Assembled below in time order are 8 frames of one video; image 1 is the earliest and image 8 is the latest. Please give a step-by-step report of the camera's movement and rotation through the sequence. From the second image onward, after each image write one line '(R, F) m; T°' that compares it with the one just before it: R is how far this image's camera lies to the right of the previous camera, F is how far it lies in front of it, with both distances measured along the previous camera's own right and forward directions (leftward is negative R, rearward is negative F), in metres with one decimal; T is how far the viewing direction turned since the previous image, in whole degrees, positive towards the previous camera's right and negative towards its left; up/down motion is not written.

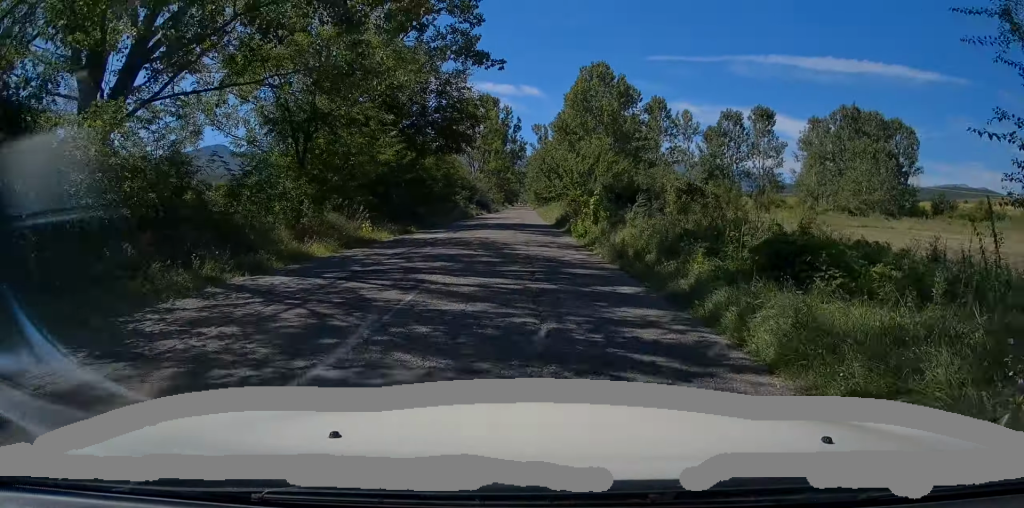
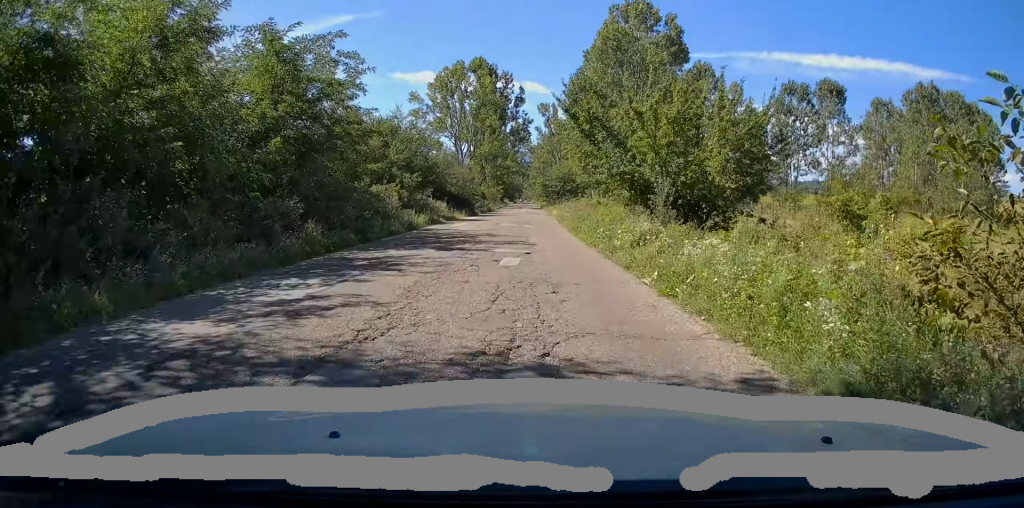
(-0.4, +33.2) m; -2°
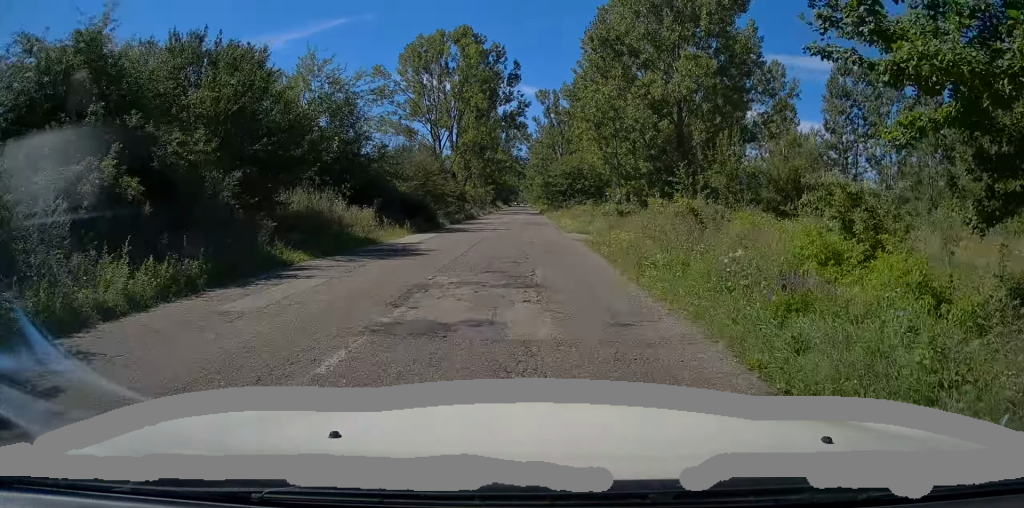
(+0.2, +21.9) m; +2°
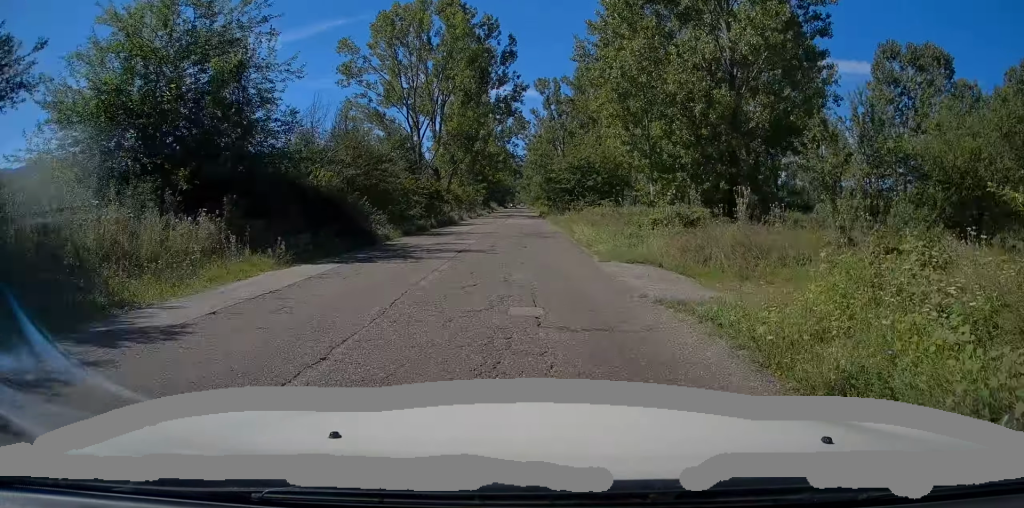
(+0.4, +13.7) m; 0°
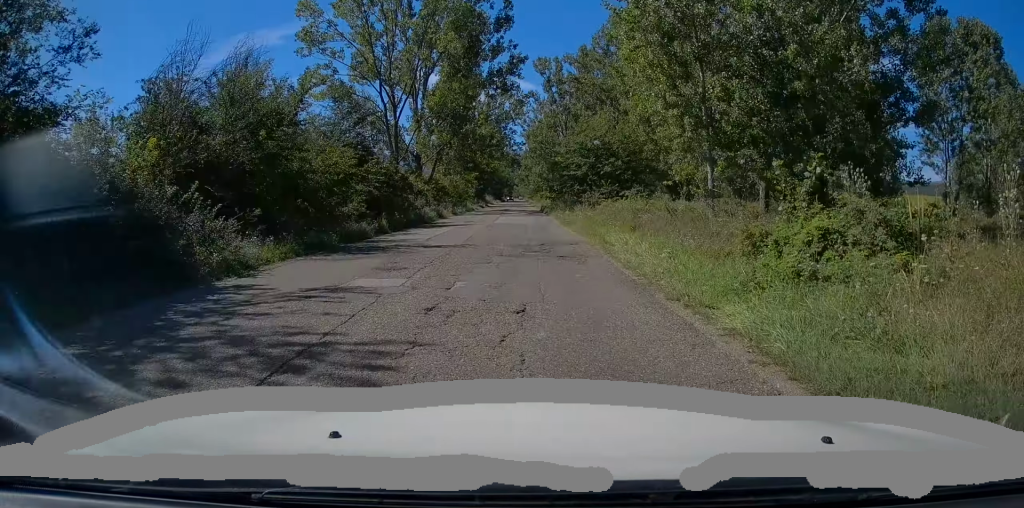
(-0.2, +11.3) m; 0°
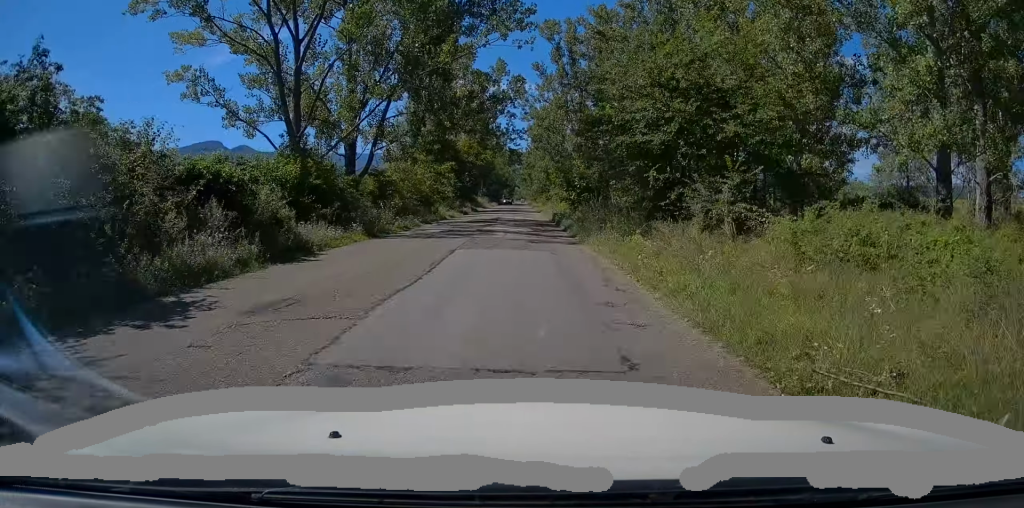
(+0.1, +24.2) m; 0°
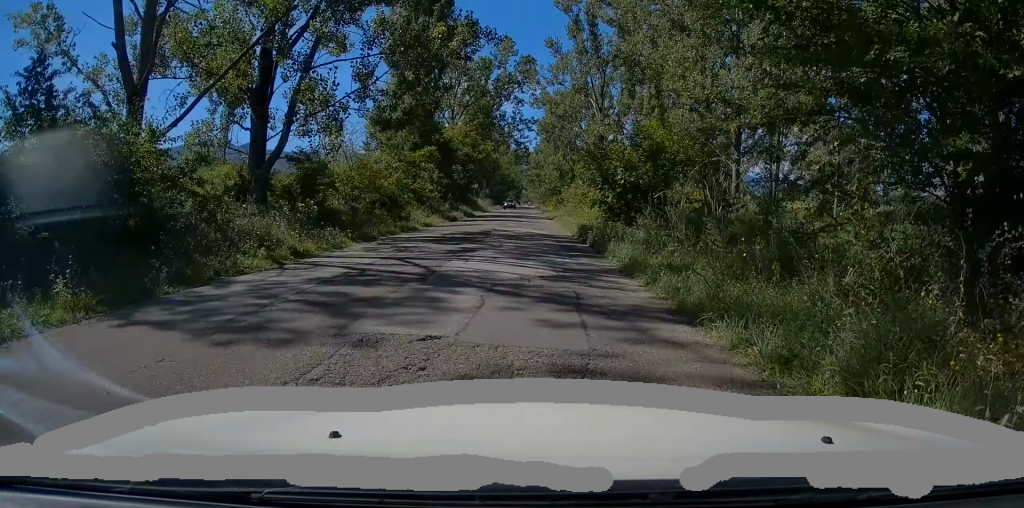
(0.0, +14.0) m; -1°
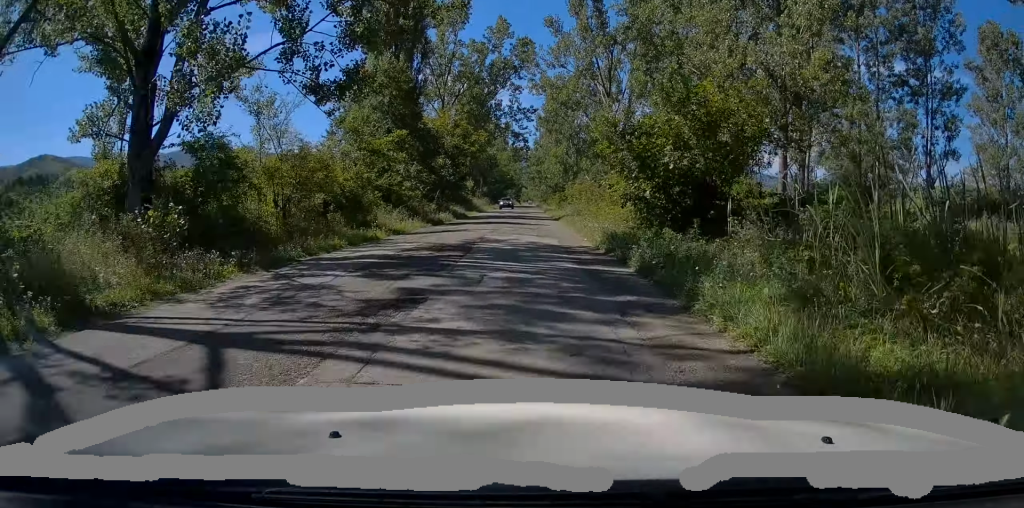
(0.0, +7.6) m; 0°
